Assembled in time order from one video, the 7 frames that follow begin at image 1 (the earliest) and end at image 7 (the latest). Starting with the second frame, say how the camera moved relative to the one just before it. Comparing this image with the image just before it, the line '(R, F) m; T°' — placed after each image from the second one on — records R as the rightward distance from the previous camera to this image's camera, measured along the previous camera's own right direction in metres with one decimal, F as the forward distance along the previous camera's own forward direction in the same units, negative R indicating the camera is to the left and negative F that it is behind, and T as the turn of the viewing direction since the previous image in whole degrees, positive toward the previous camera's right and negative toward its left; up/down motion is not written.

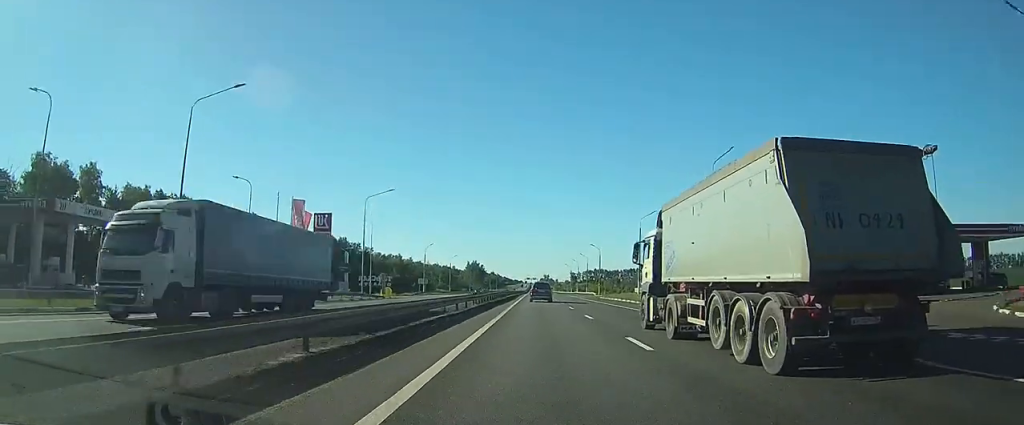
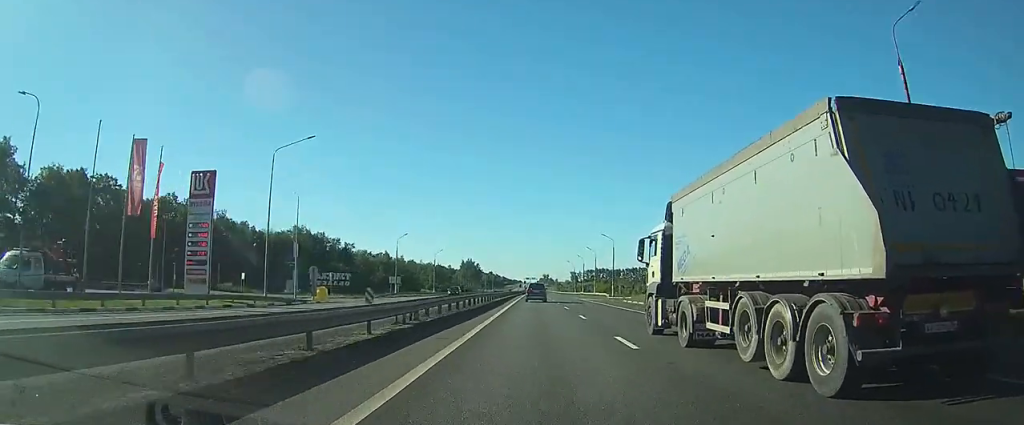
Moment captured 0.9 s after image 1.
(0.0, +23.8) m; 0°
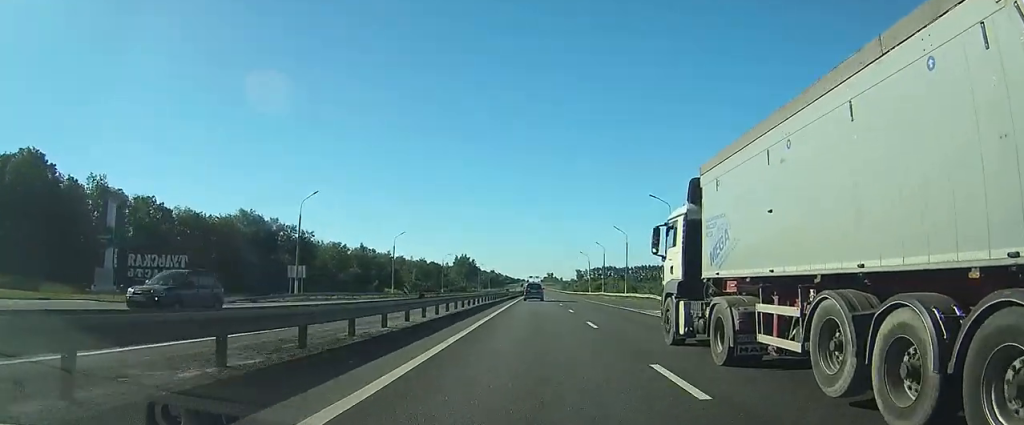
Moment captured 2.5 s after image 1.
(-0.1, +42.3) m; -1°
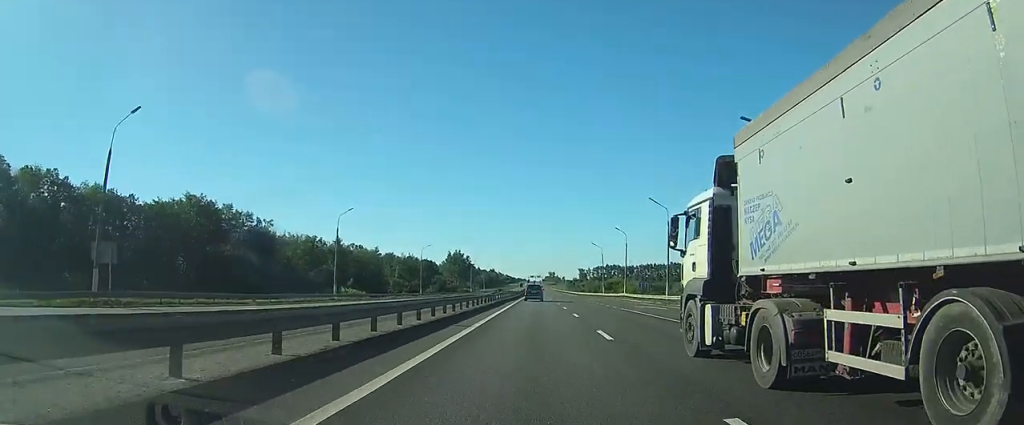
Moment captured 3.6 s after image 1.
(-0.2, +28.3) m; -1°
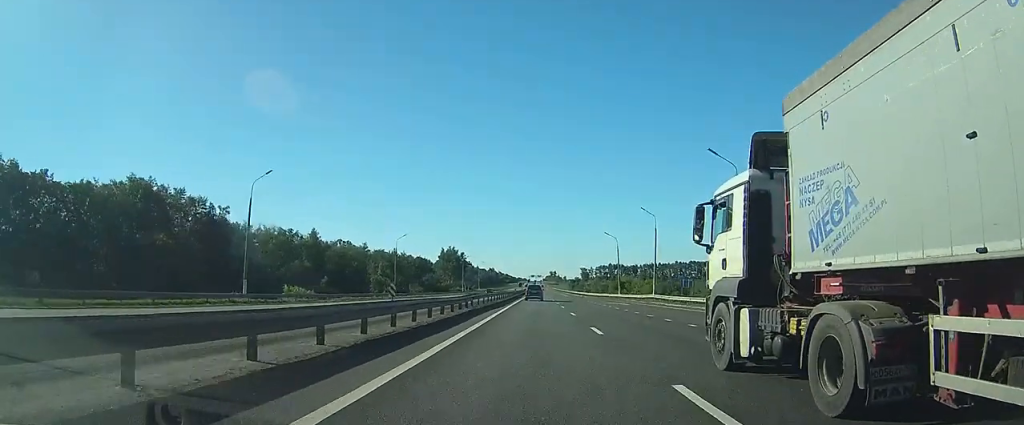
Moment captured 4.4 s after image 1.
(-0.1, +22.2) m; 0°
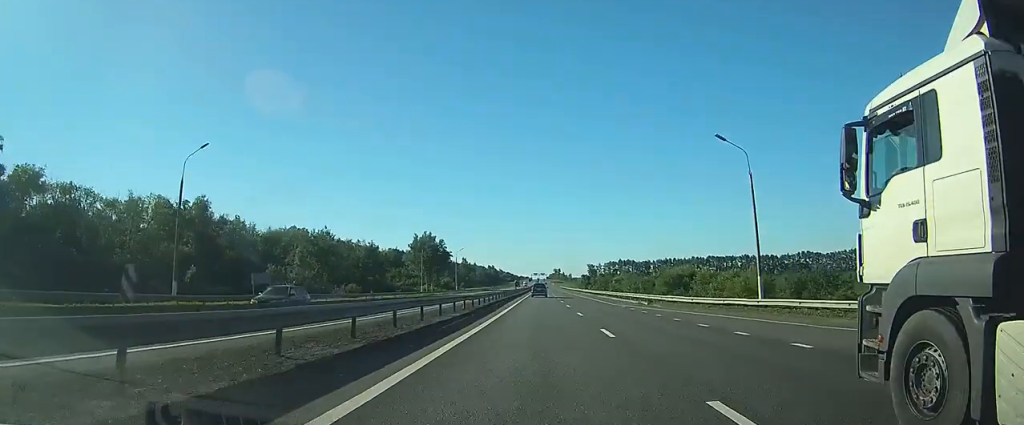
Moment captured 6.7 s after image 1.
(+0.4, +62.2) m; 0°
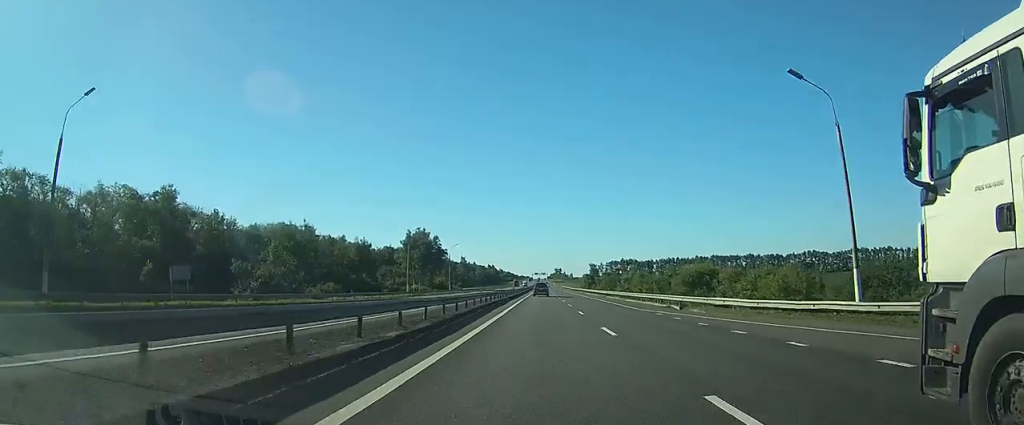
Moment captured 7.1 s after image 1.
(-0.2, +11.8) m; 0°
